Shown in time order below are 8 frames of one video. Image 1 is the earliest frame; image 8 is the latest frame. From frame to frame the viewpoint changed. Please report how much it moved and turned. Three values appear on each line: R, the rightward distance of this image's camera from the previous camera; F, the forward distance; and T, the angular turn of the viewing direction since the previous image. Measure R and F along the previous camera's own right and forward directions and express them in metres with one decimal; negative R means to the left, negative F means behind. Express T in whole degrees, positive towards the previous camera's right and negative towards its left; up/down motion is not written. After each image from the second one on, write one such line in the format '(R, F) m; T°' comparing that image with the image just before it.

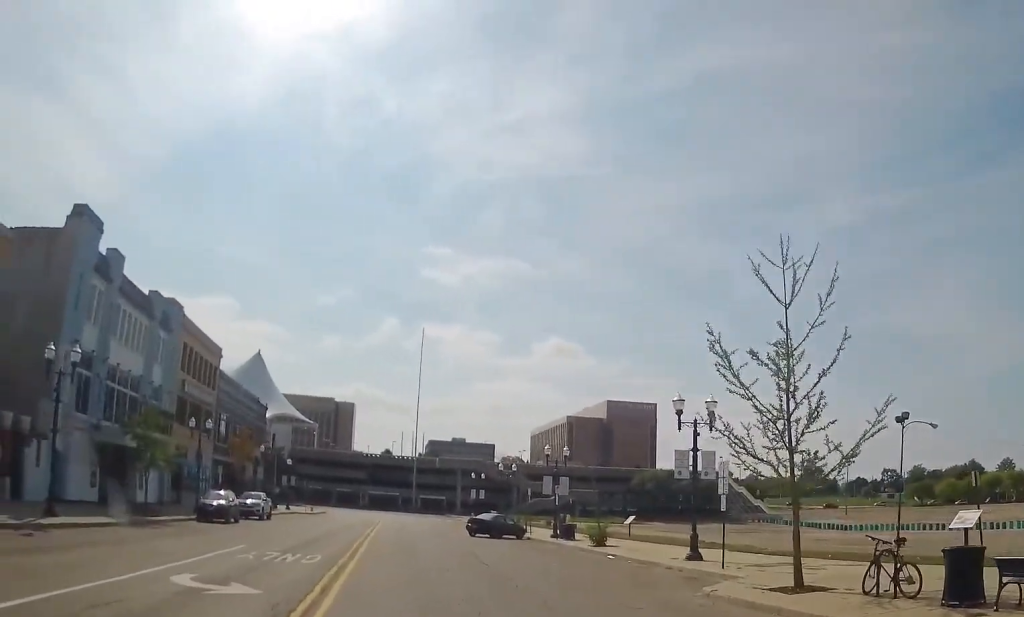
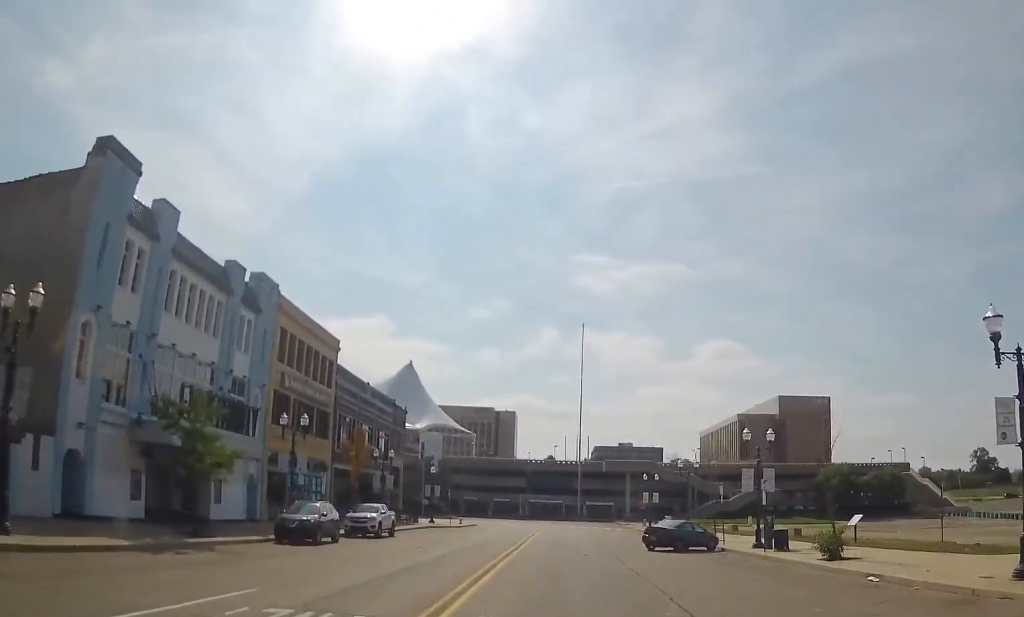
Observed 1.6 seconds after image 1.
(-2.0, +9.7) m; -18°
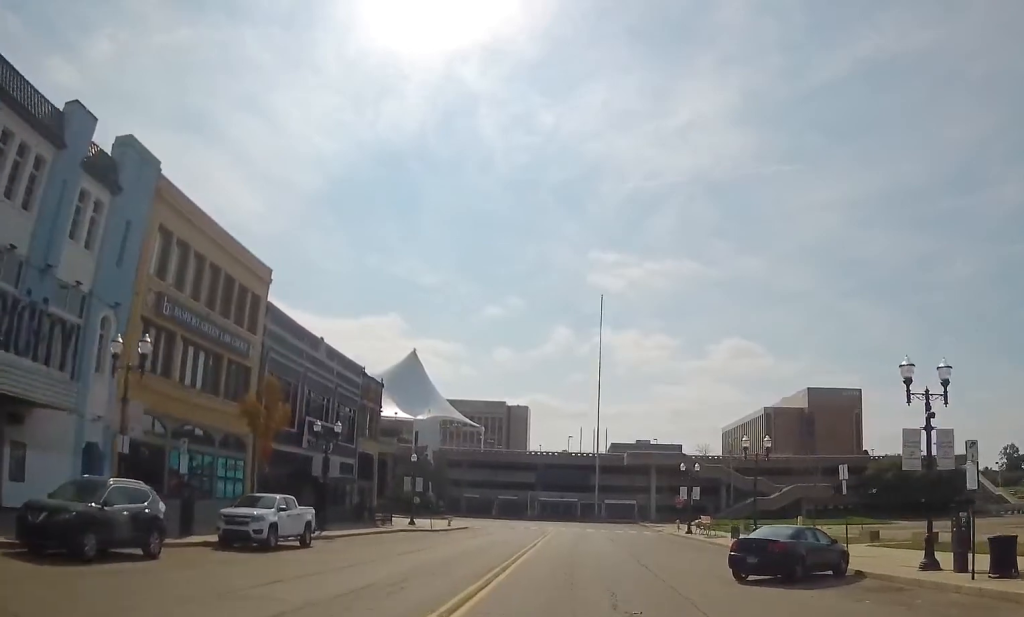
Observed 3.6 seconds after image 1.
(-1.1, +16.3) m; -5°
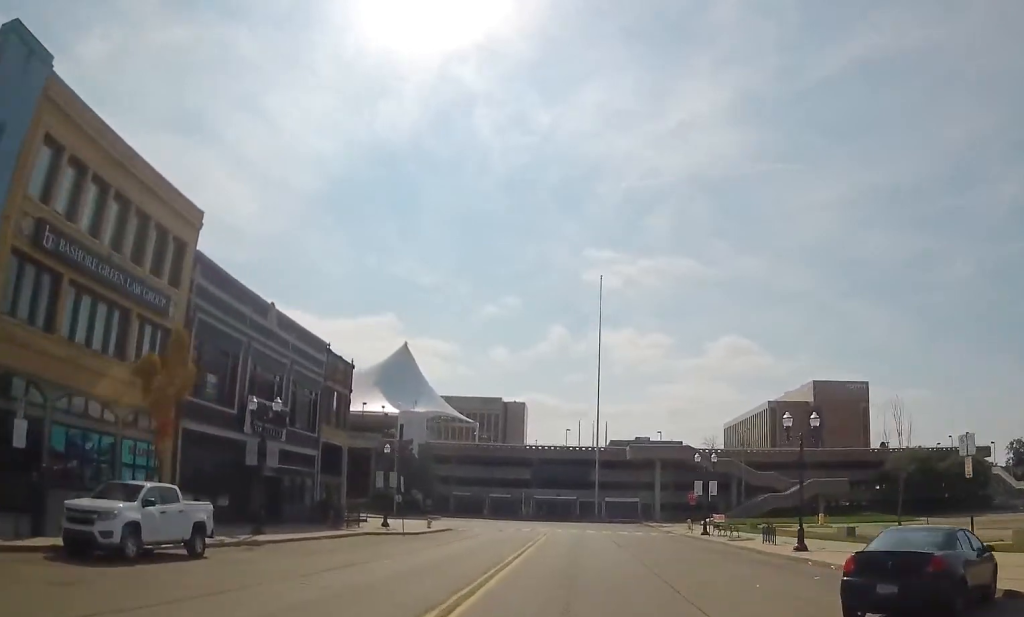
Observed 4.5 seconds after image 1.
(+0.1, +8.4) m; +1°
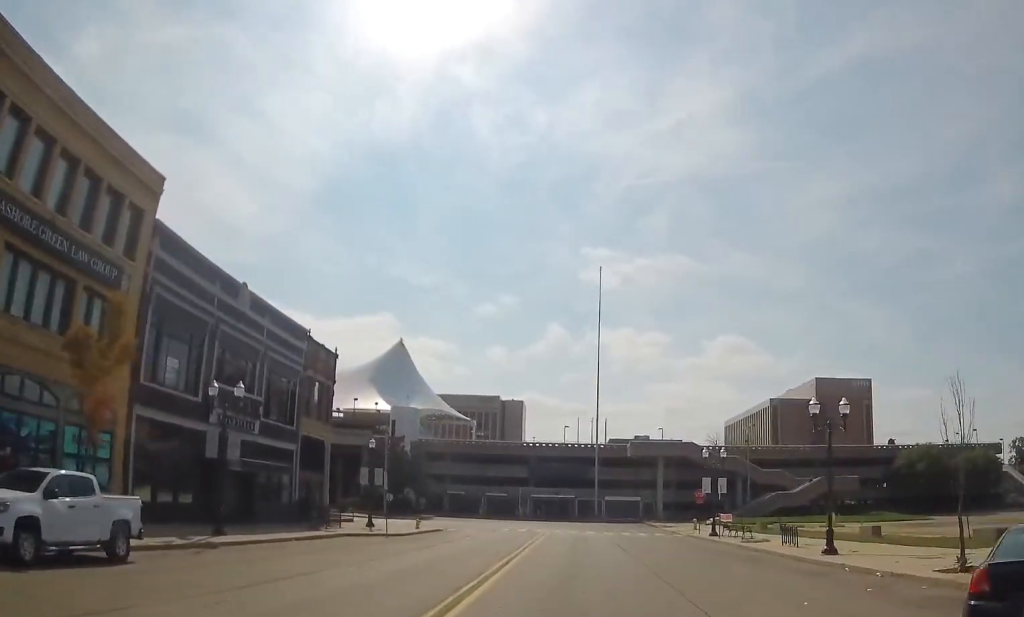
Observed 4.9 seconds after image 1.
(0.0, +3.8) m; 0°
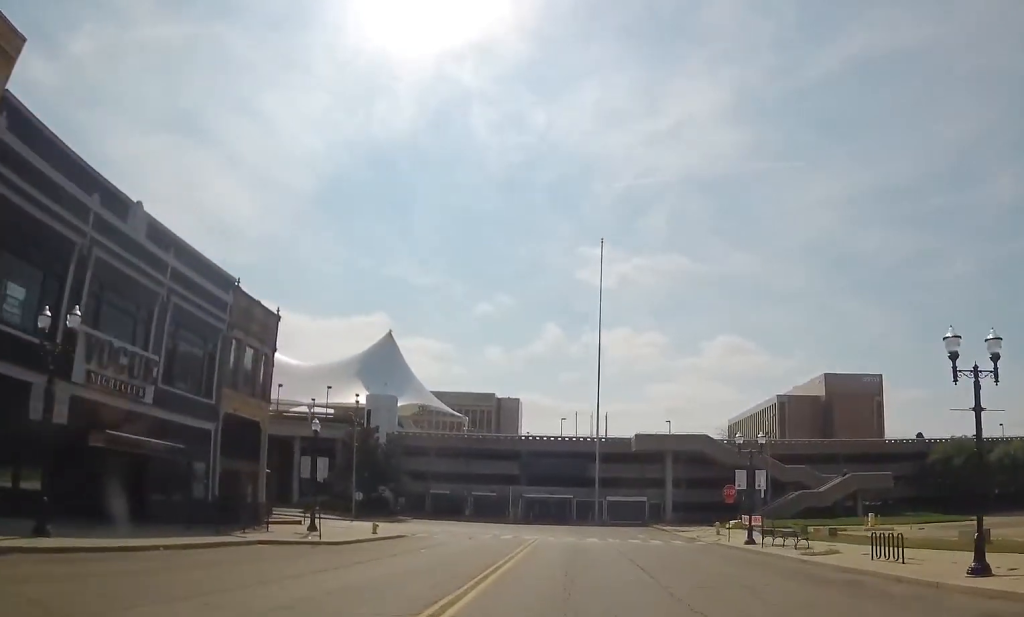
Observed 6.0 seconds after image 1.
(+0.1, +10.9) m; 0°
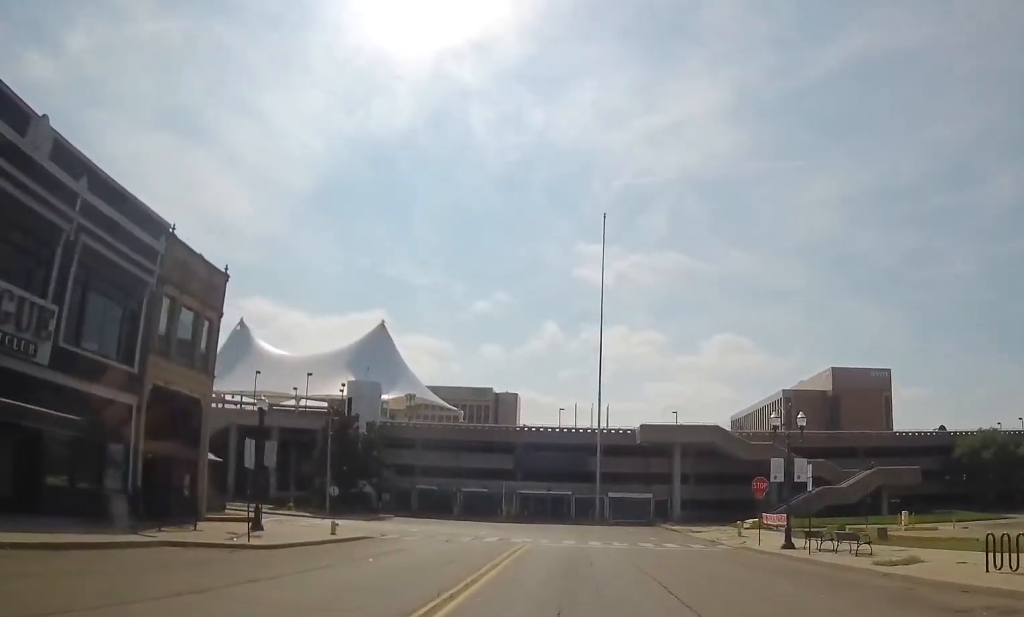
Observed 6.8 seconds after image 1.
(0.0, +6.9) m; +1°
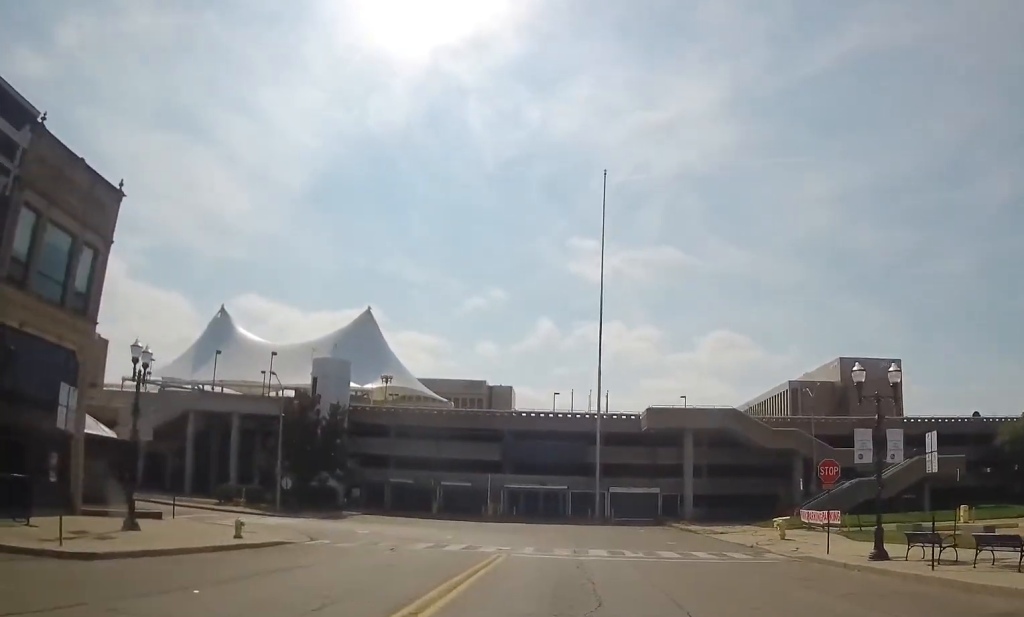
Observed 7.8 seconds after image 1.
(+0.1, +9.6) m; +2°
